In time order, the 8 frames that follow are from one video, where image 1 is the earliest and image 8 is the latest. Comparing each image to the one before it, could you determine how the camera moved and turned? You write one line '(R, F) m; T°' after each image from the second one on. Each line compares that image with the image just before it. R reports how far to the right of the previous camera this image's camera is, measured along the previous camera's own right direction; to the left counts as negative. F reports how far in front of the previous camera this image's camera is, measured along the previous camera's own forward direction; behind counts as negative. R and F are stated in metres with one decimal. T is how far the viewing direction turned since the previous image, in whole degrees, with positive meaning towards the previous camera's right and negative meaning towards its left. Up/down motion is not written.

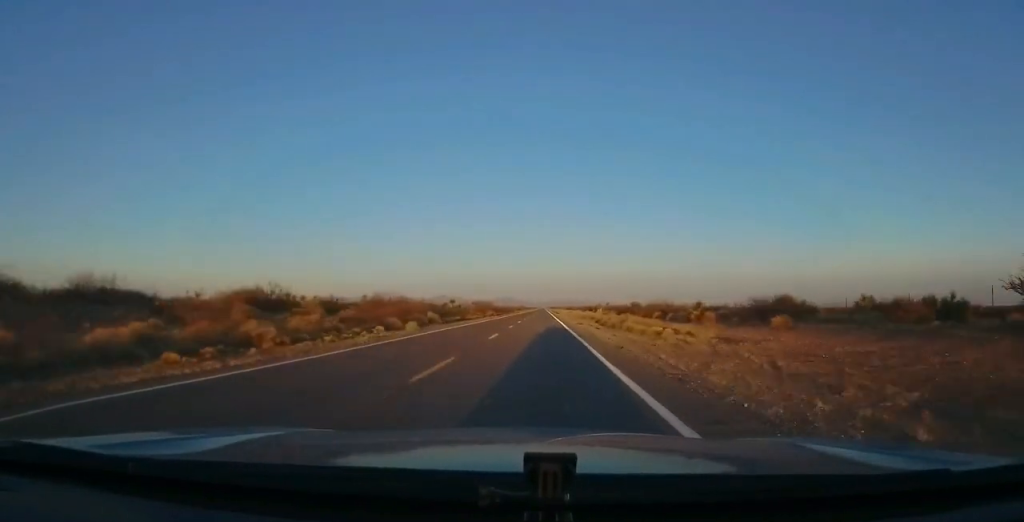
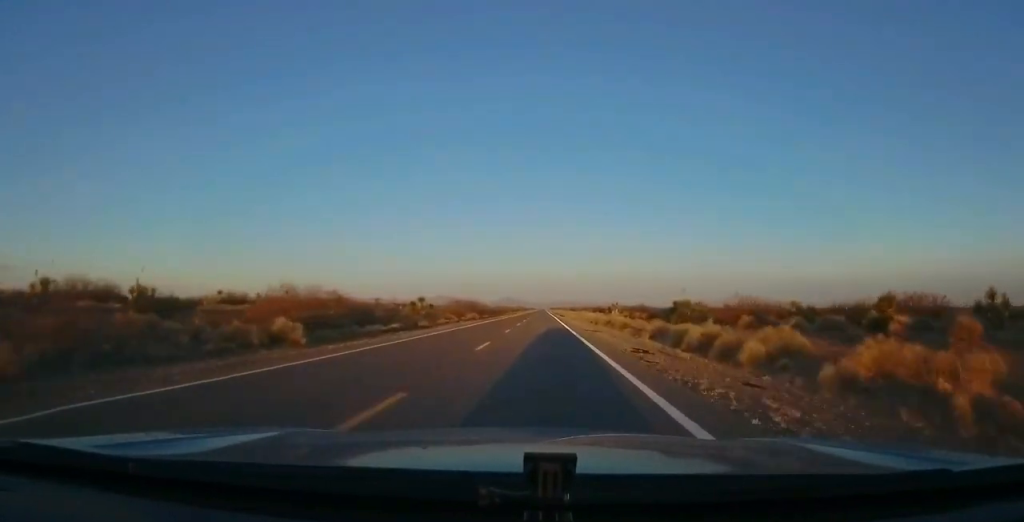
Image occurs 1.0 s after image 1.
(+0.5, +29.3) m; +1°
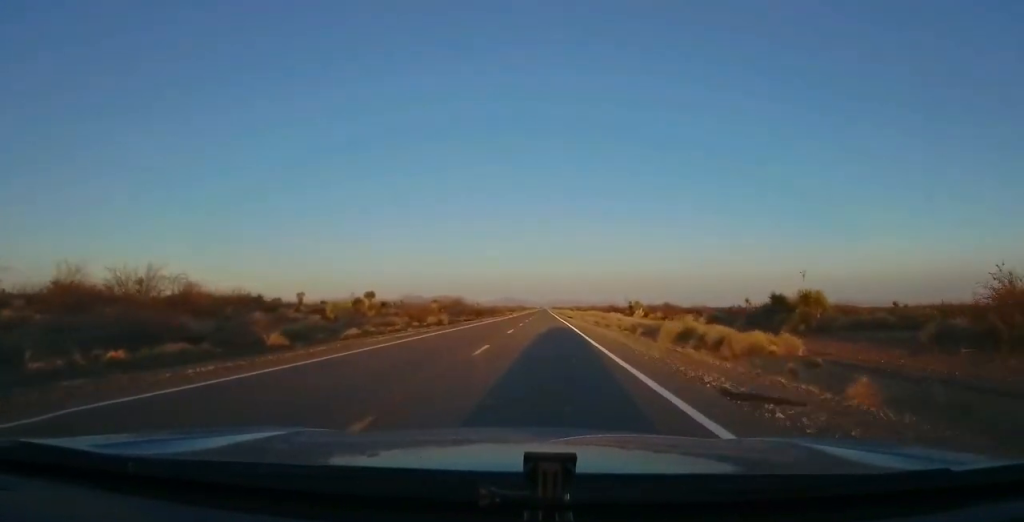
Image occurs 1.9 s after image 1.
(0.0, +26.3) m; -1°
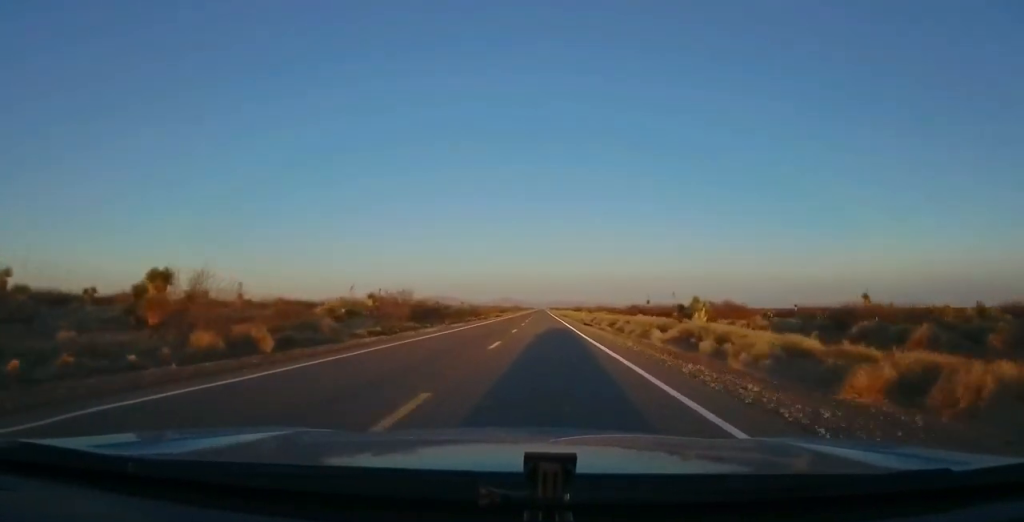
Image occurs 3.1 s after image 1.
(-0.5, +34.2) m; 0°
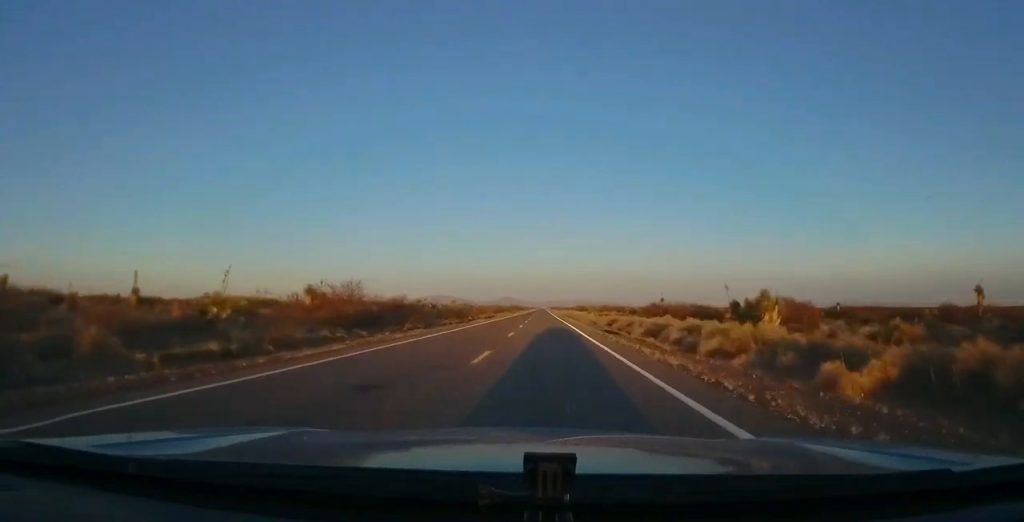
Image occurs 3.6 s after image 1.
(+0.3, +16.6) m; +1°
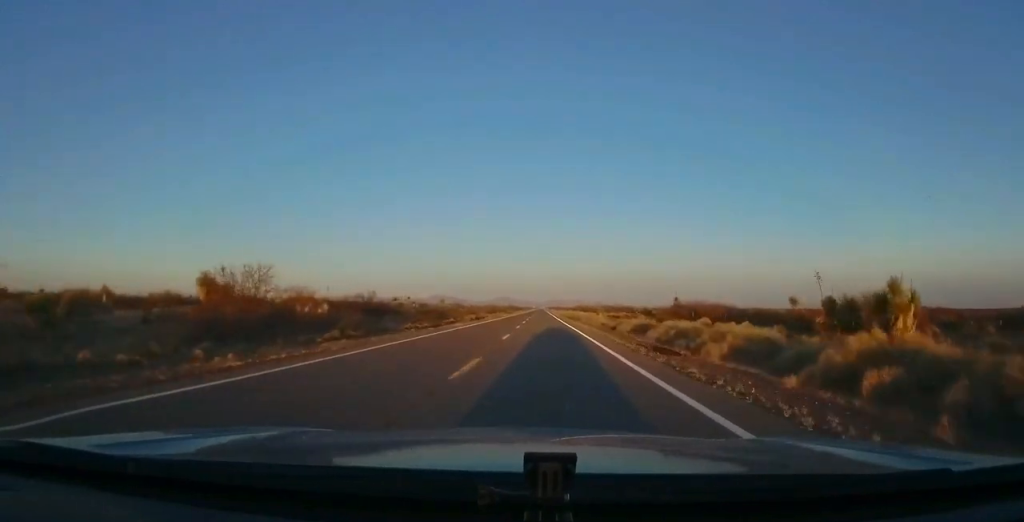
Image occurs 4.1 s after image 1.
(+0.1, +14.7) m; 0°
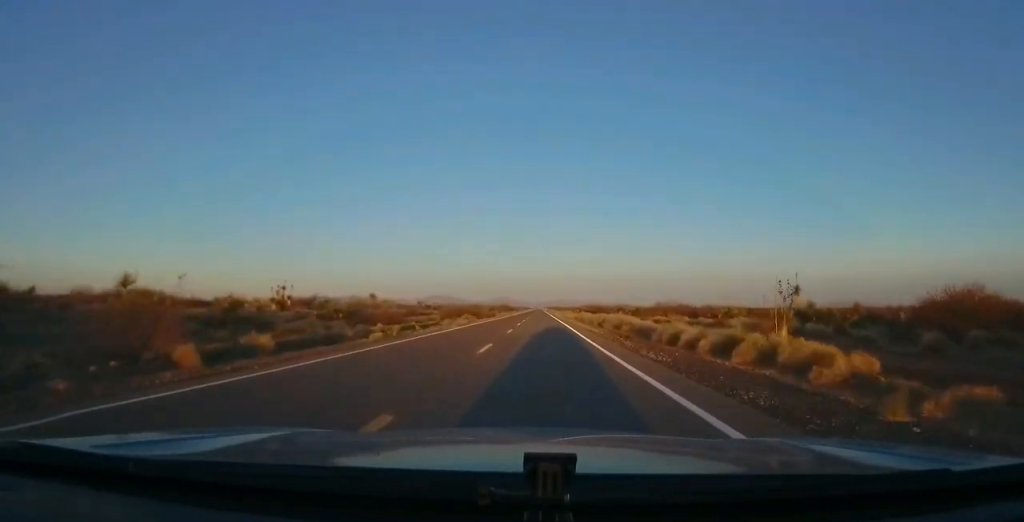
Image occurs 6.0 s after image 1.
(-0.9, +55.8) m; -1°
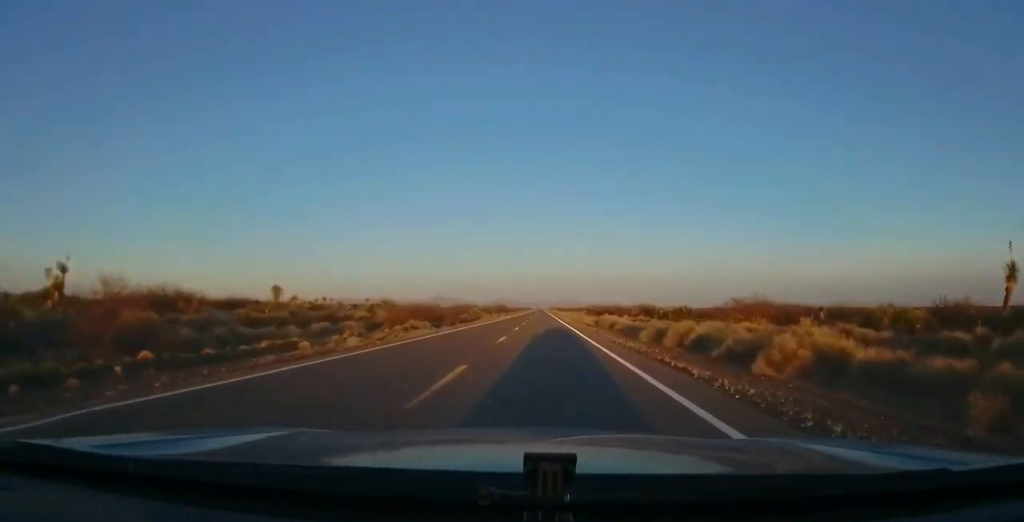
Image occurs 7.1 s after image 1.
(+0.4, +31.2) m; +1°
